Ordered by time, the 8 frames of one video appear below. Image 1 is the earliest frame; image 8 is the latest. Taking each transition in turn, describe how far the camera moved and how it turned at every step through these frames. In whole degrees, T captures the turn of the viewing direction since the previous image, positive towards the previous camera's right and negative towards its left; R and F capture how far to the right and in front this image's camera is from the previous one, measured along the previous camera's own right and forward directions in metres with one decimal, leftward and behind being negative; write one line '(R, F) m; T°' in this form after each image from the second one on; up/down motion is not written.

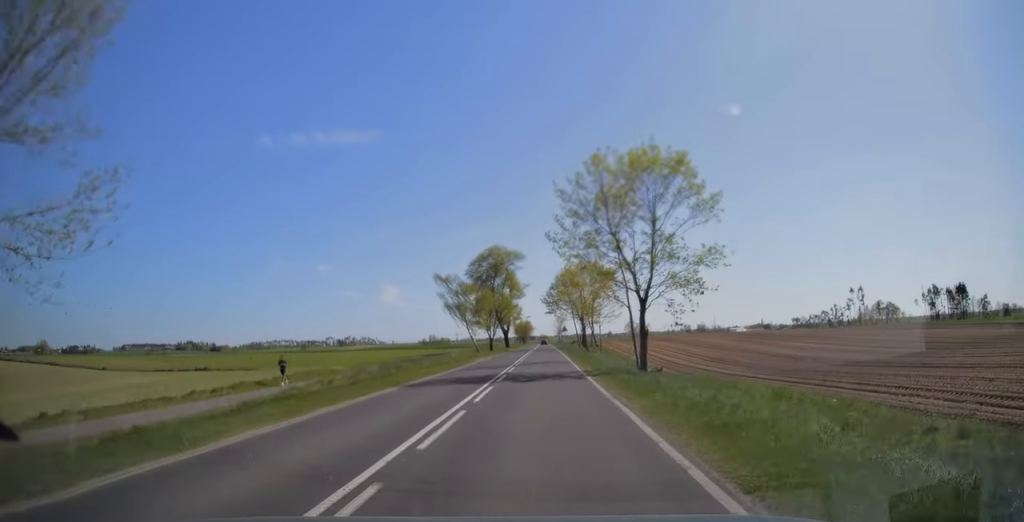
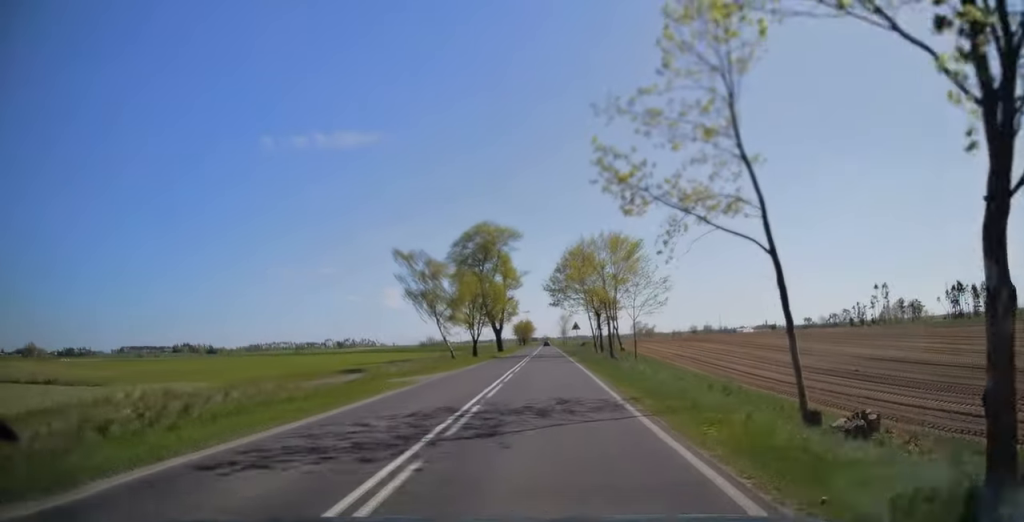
(0.0, +22.6) m; 0°
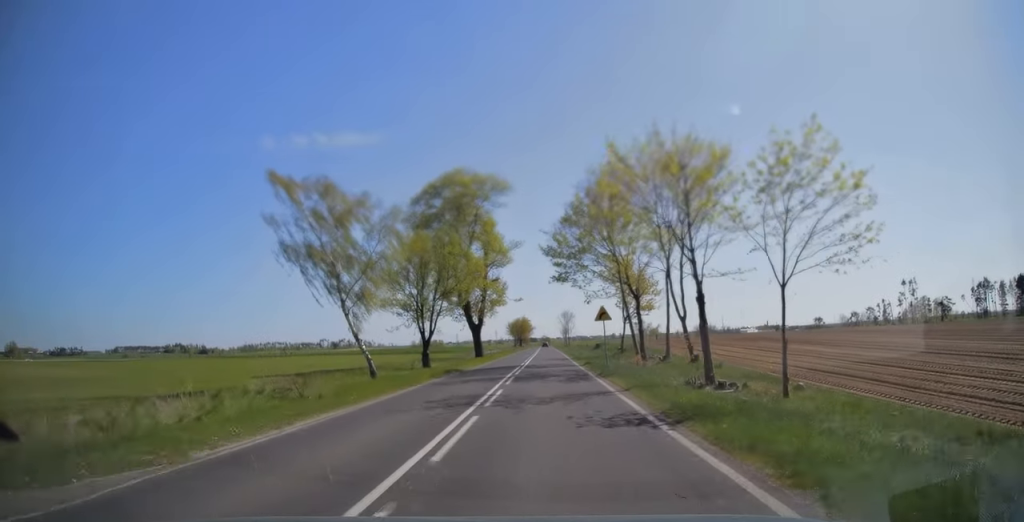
(0.0, +25.7) m; 0°
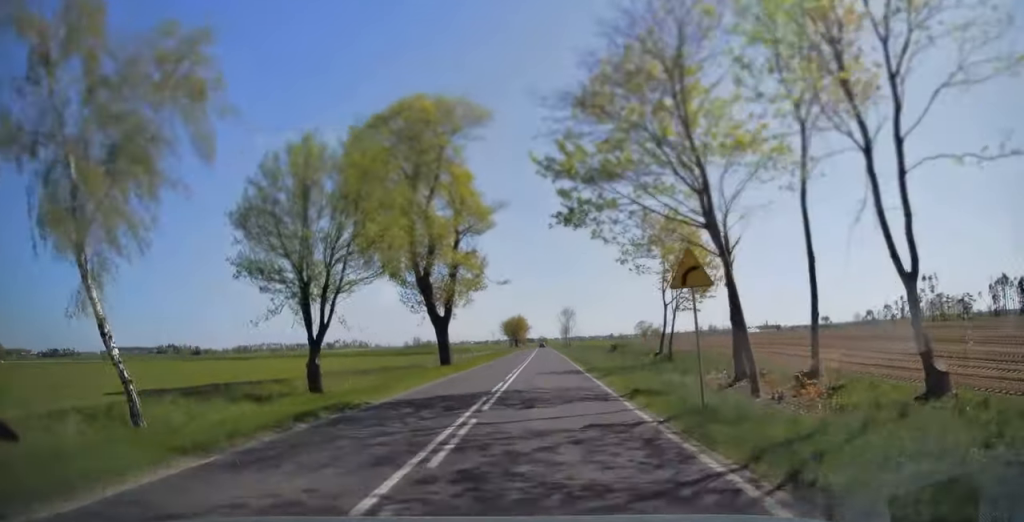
(0.0, +18.0) m; 0°
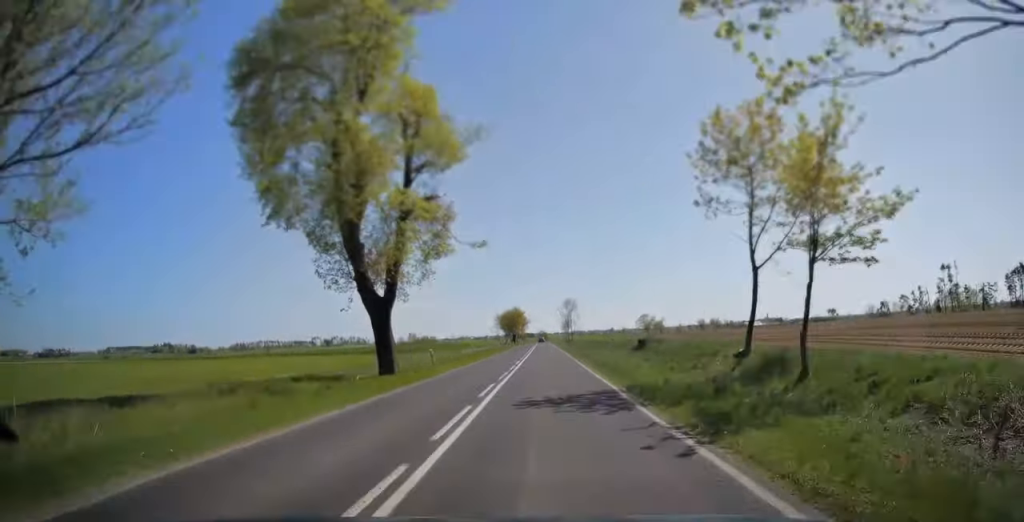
(0.0, +14.4) m; 0°
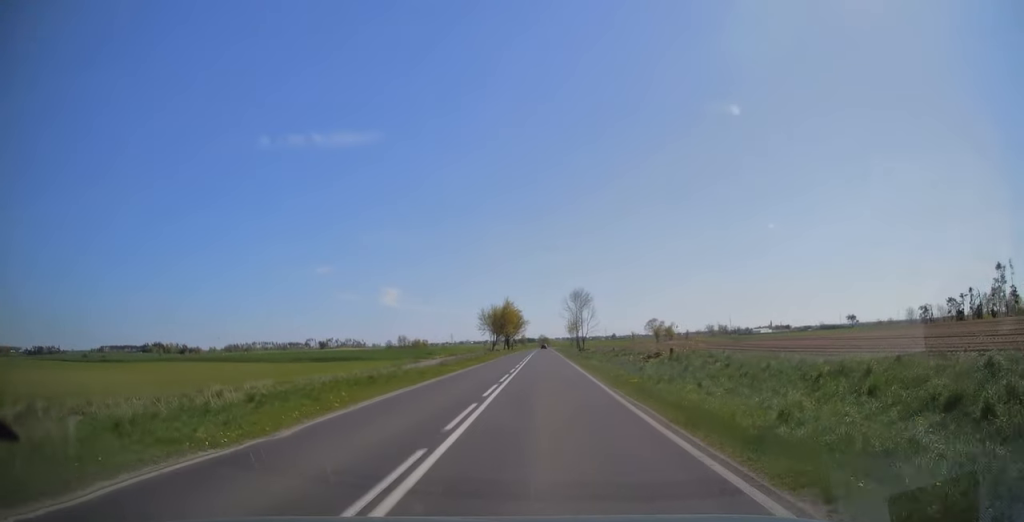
(+0.1, +34.3) m; 0°
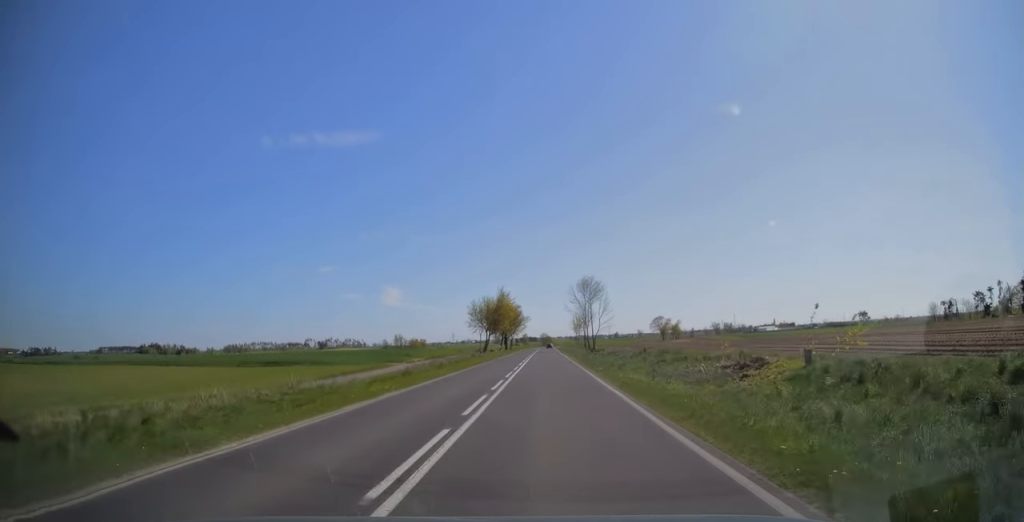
(0.0, +16.3) m; 0°
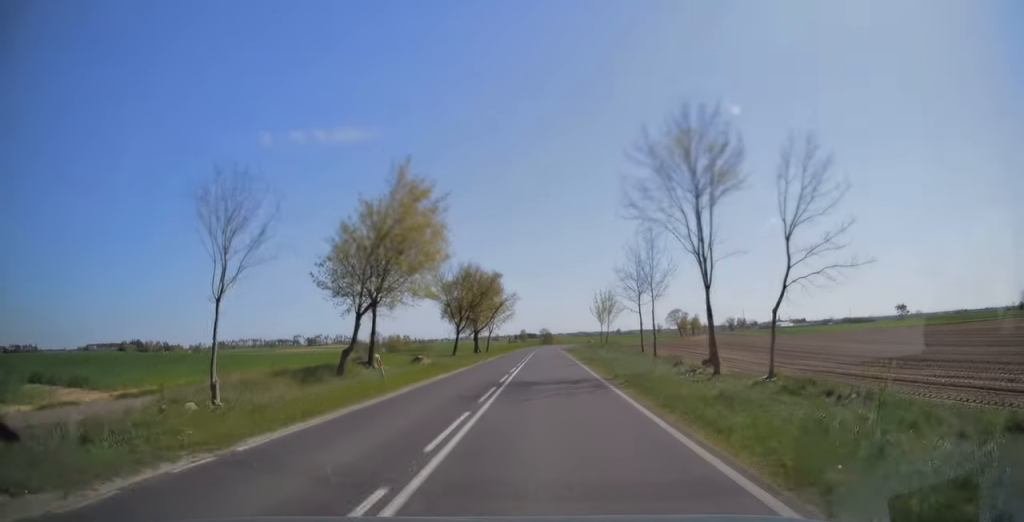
(-0.1, +57.3) m; 0°
